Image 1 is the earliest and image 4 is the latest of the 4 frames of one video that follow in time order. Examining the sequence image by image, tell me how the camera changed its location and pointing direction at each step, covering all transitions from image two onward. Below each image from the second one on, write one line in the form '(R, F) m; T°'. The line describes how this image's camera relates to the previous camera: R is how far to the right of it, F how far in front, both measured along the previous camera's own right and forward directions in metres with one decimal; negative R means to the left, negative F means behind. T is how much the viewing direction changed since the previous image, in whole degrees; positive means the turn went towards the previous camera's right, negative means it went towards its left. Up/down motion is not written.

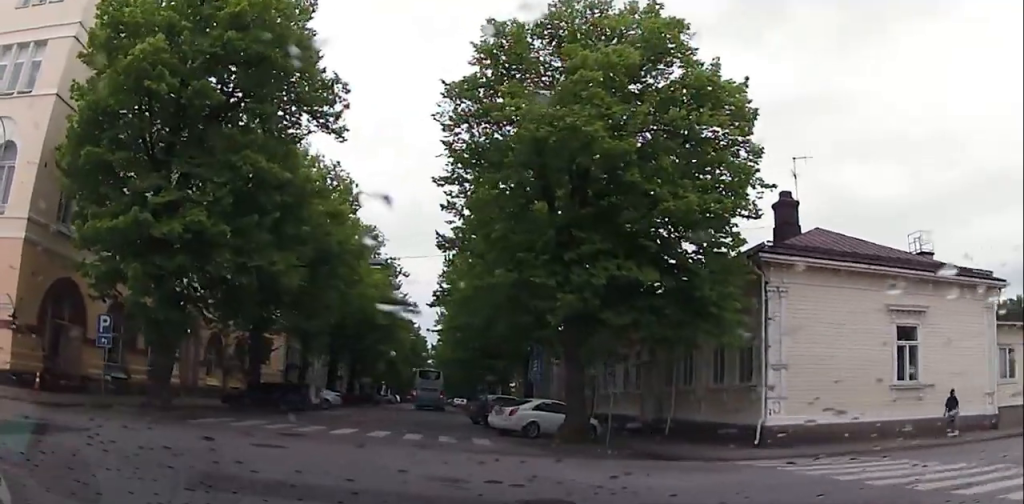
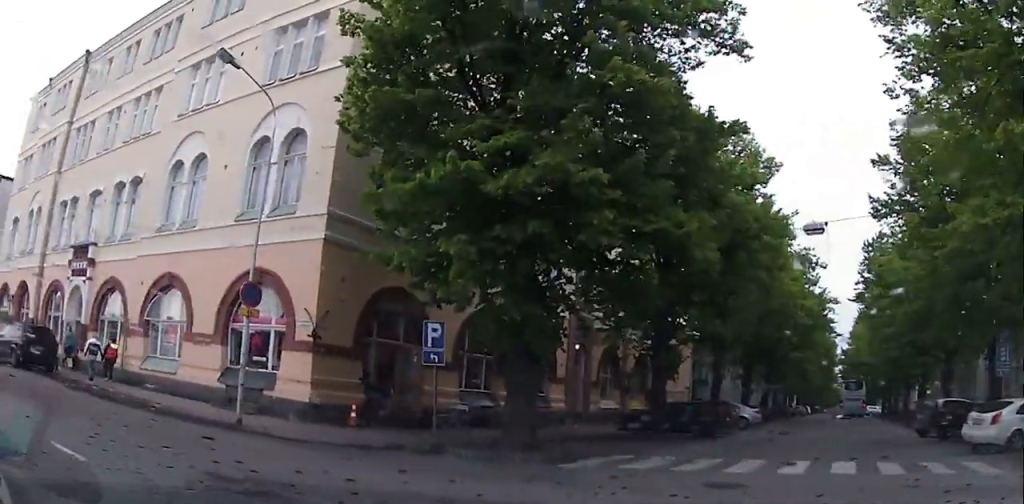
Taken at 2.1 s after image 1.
(-1.1, +6.2) m; -37°
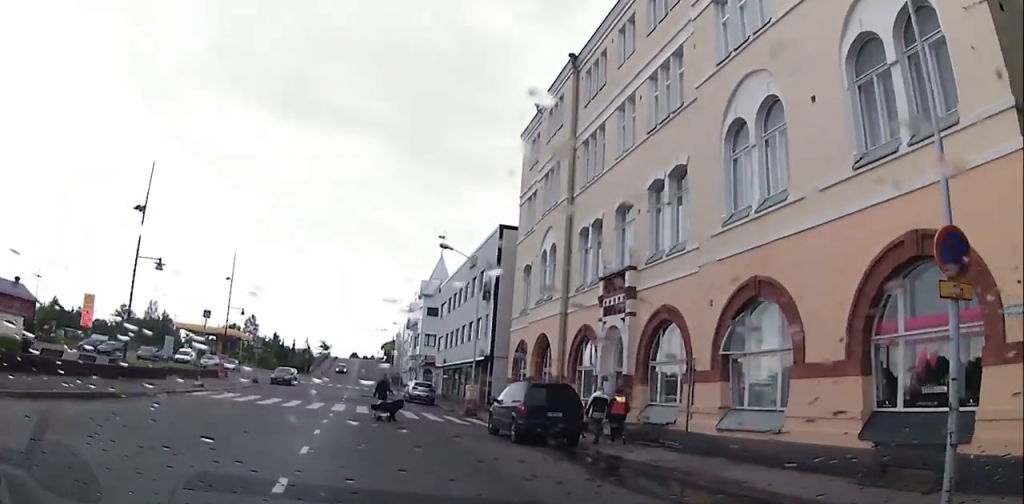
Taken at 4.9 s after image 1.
(-3.8, +7.9) m; -42°
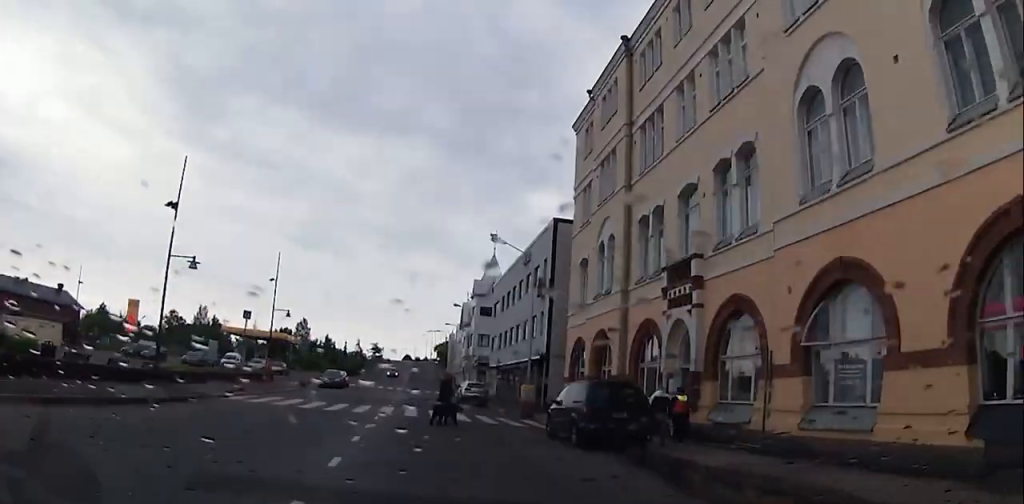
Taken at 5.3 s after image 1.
(-0.1, +1.5) m; -5°
